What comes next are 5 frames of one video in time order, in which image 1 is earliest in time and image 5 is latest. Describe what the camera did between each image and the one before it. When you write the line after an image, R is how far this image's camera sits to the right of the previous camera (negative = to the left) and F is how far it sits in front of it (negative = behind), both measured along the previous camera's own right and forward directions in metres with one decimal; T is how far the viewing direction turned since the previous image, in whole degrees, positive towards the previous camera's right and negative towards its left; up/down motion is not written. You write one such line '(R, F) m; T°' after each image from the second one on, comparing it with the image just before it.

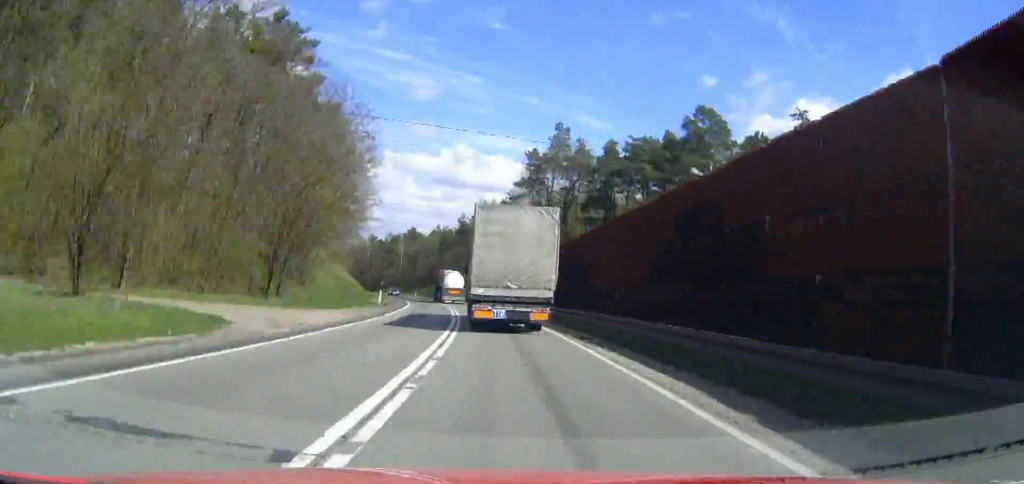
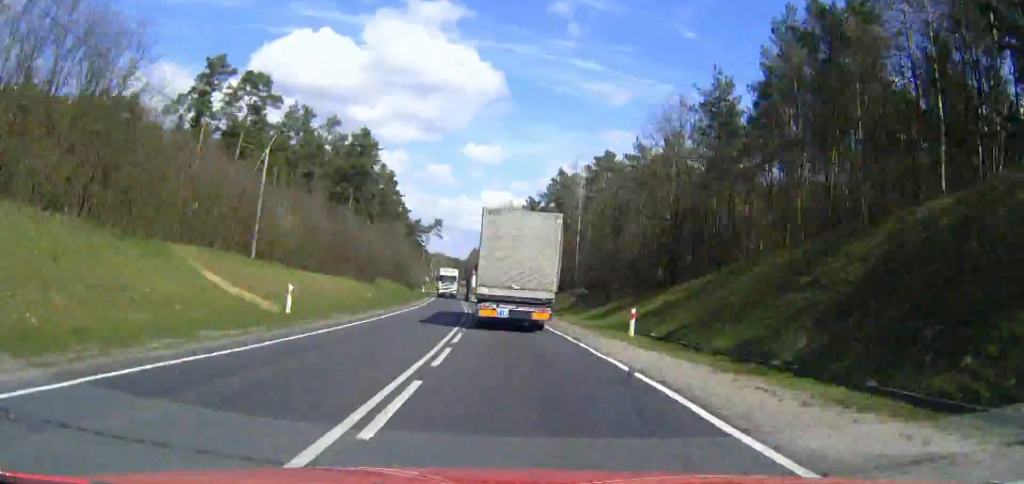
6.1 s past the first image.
(-22.7, +130.7) m; -15°
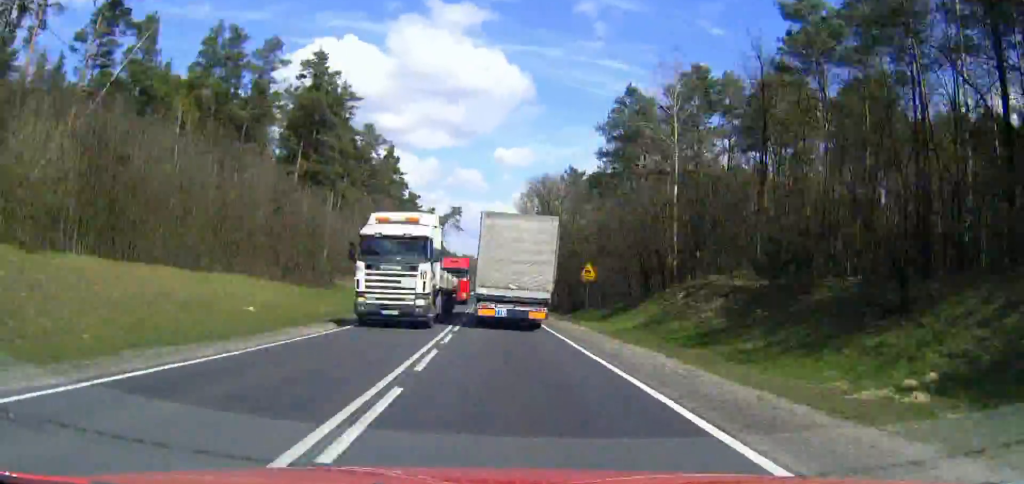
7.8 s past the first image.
(-0.7, +37.3) m; -2°
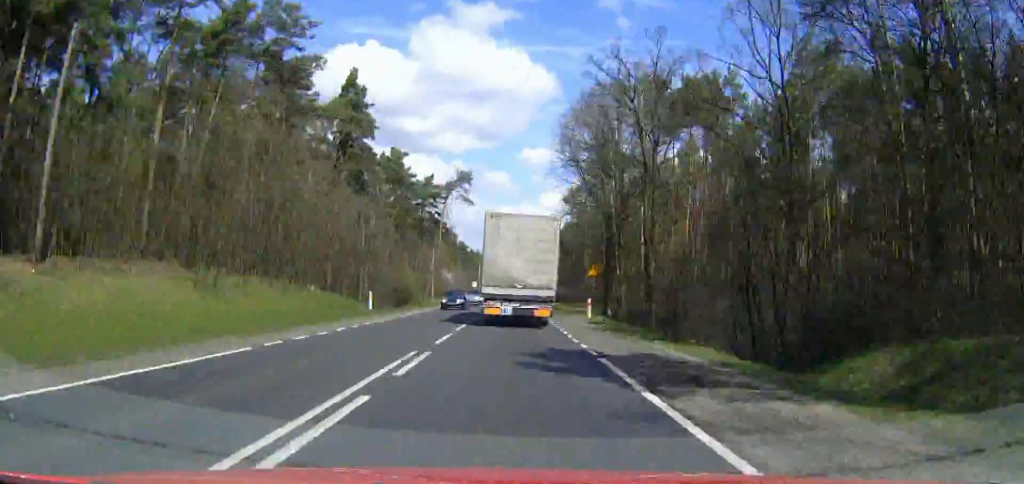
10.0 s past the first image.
(-1.0, +48.7) m; -1°
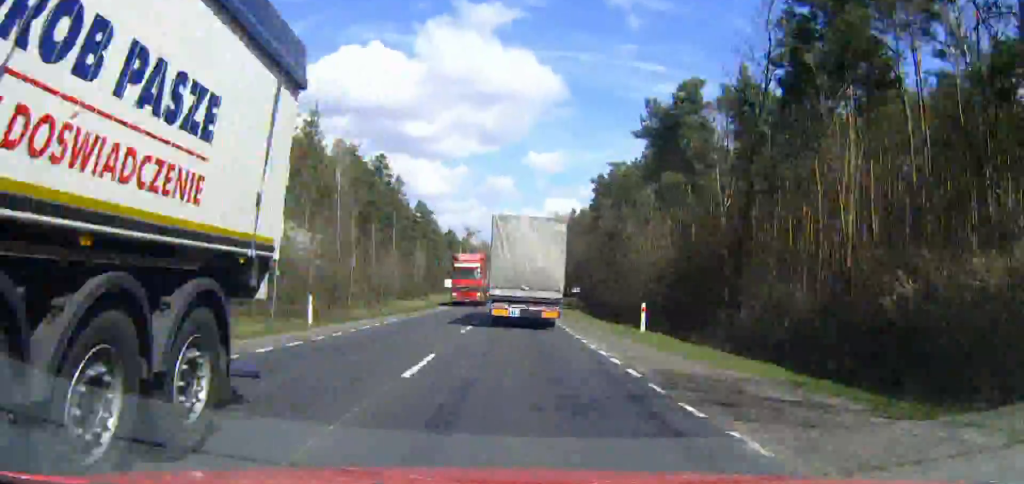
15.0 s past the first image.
(-0.3, +111.8) m; -1°
